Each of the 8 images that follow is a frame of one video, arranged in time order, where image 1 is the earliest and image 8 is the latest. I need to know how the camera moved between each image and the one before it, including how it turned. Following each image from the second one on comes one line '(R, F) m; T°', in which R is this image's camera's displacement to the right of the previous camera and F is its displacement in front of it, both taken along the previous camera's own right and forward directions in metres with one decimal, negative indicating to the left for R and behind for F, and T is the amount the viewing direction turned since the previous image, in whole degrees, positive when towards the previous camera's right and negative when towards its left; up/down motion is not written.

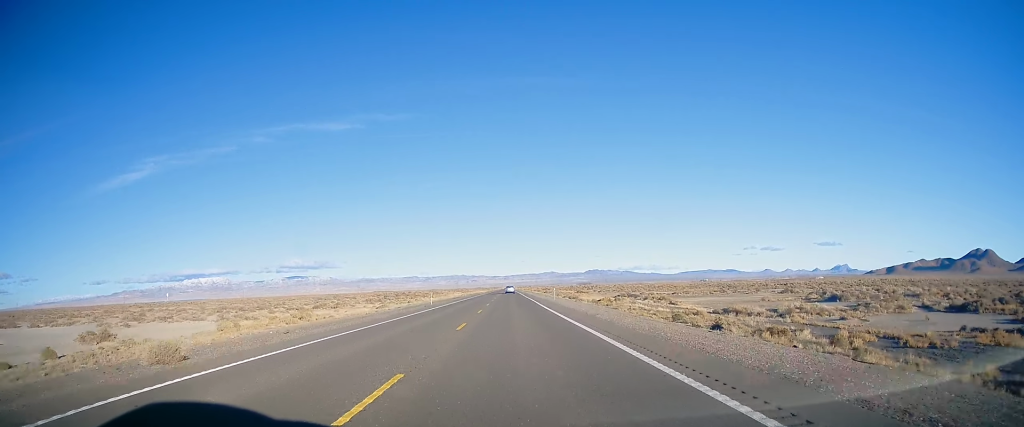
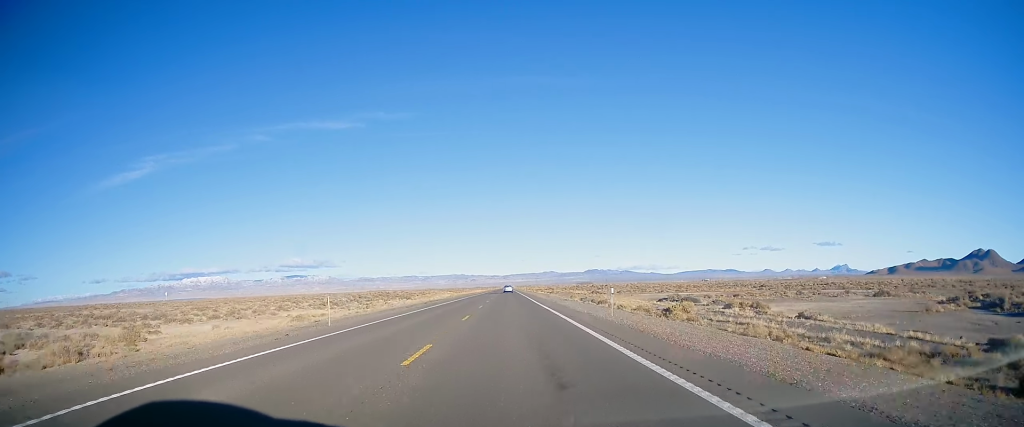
(-0.1, +32.4) m; 0°
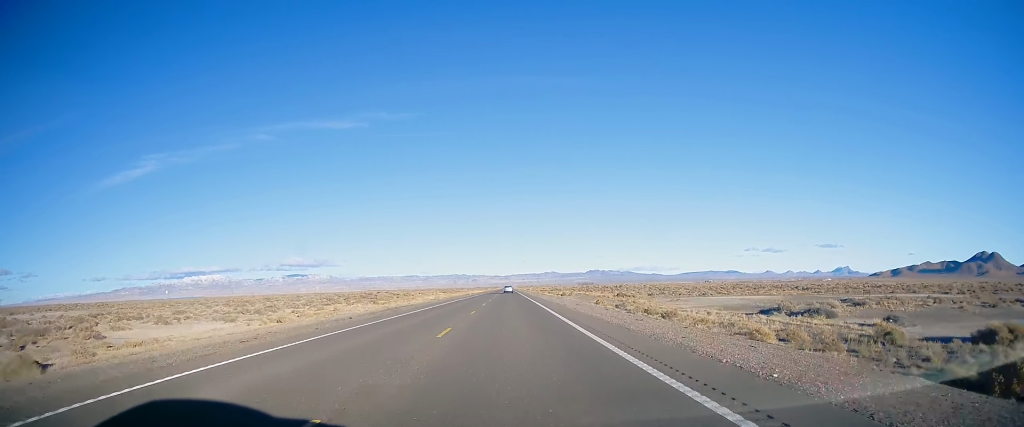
(+0.2, +31.1) m; 0°
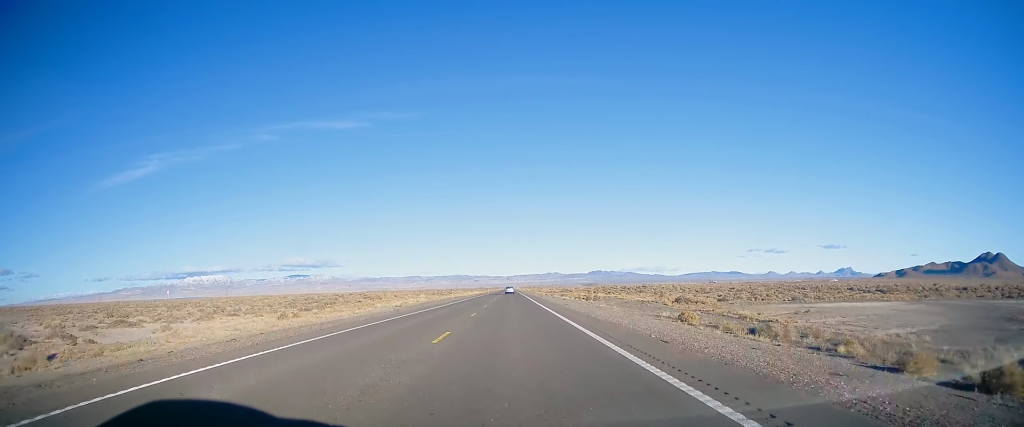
(0.0, +37.4) m; -1°
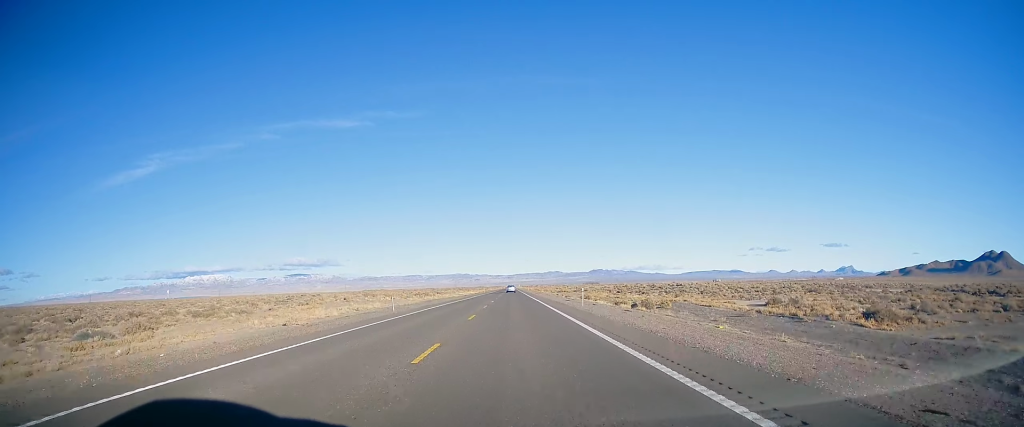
(-0.5, +39.4) m; 0°
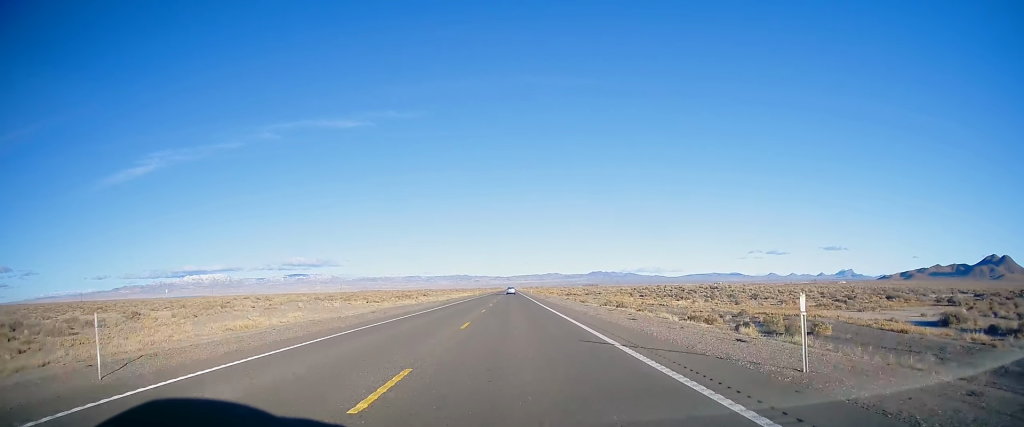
(+0.3, +27.9) m; +1°
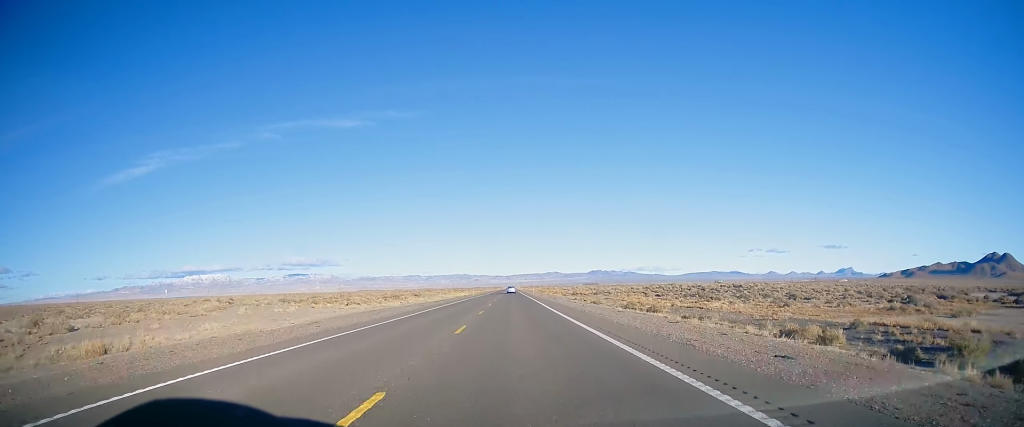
(+0.1, +13.9) m; 0°
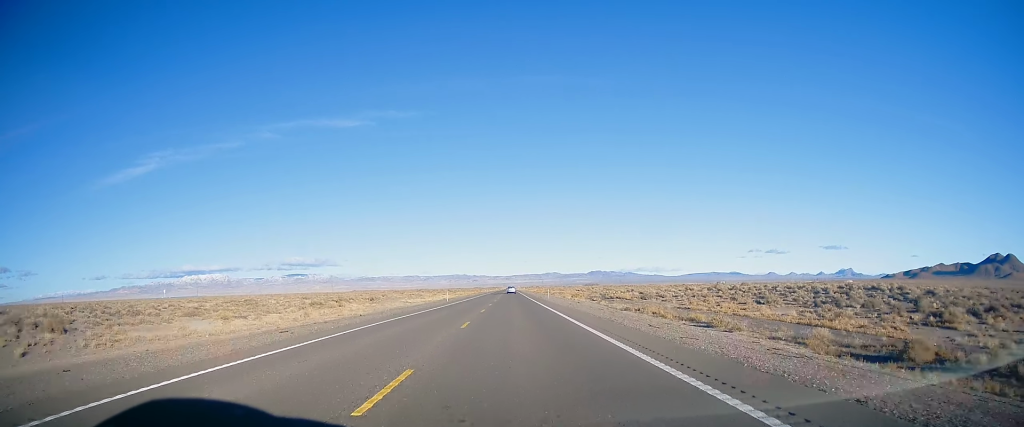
(-0.5, +46.6) m; -1°
